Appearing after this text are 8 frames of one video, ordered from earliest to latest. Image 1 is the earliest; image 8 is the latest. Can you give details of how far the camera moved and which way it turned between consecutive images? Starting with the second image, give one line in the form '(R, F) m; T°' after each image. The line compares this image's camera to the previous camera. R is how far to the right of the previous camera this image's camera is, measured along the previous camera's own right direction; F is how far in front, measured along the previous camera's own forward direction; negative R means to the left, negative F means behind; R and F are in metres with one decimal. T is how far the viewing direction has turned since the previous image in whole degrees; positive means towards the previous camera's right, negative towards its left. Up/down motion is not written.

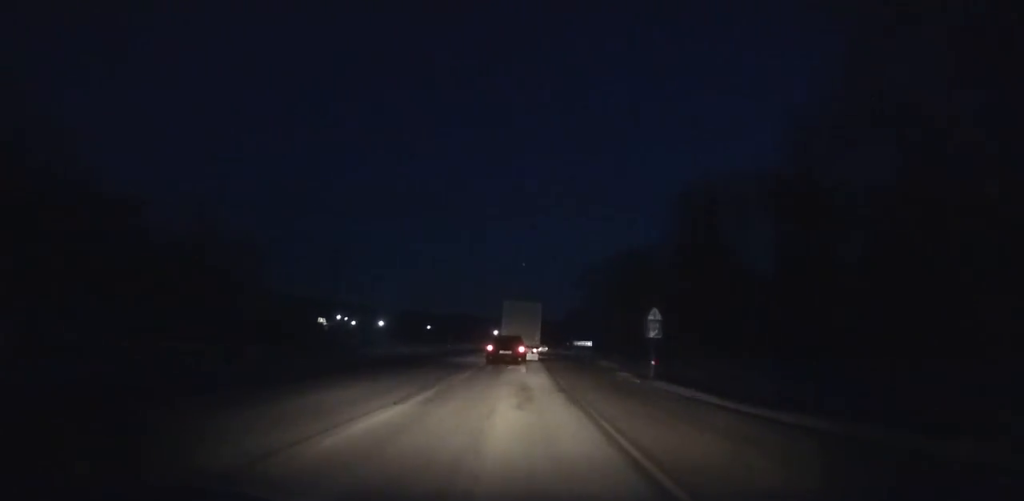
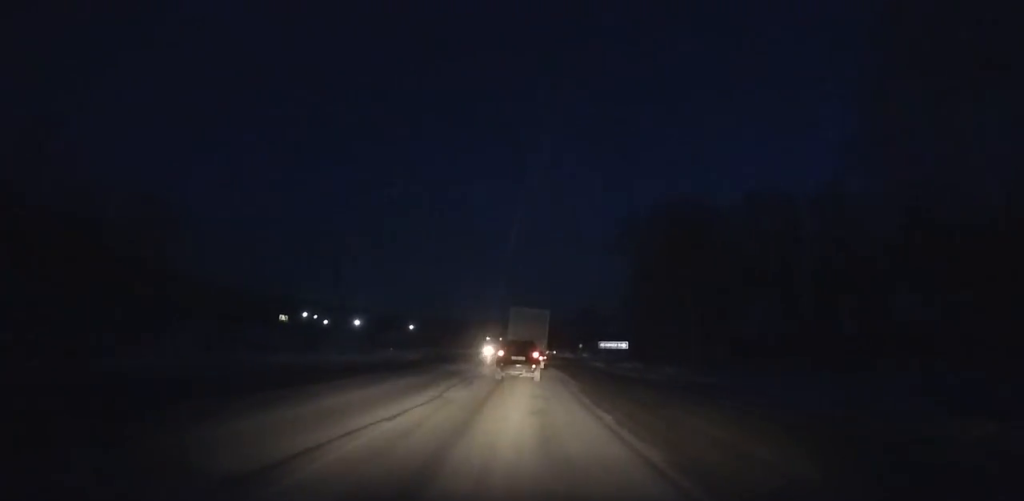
(+0.1, +42.1) m; 0°
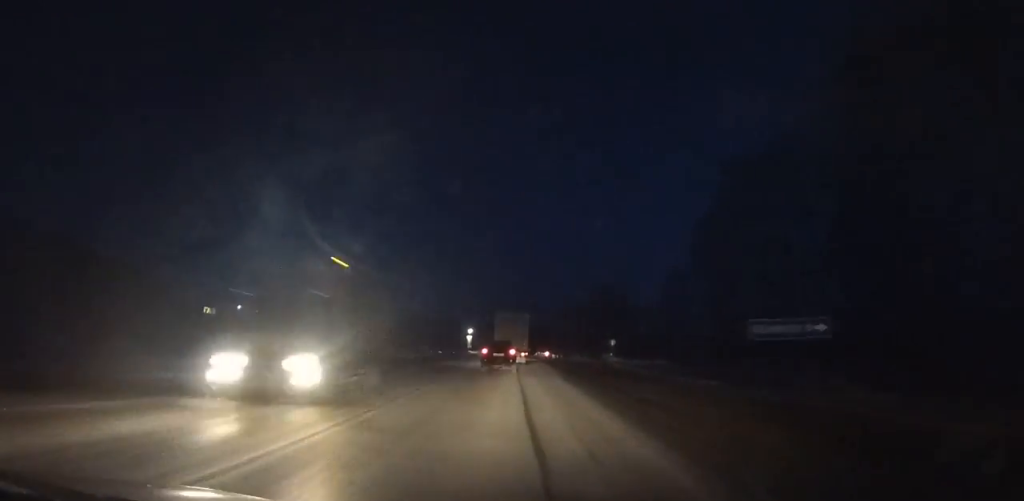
(+0.2, +56.8) m; 0°
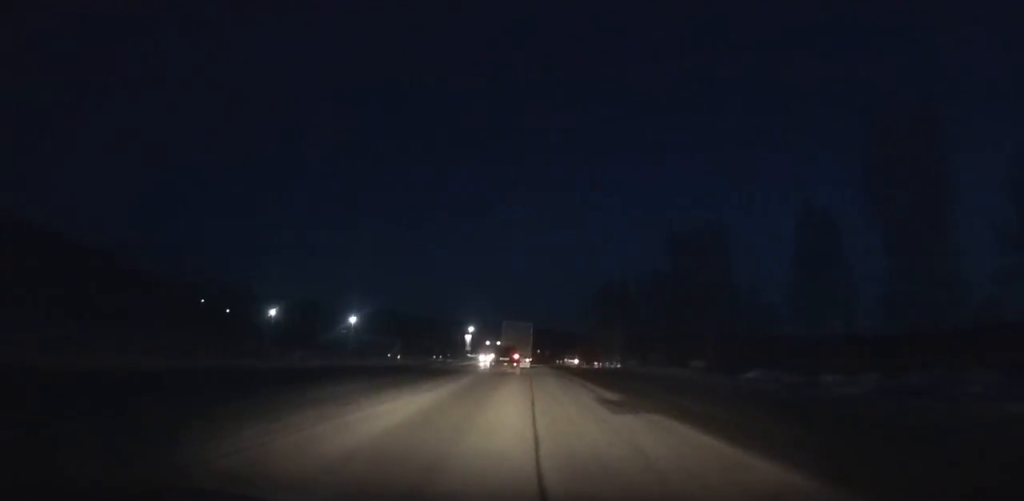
(-0.2, +47.9) m; 0°
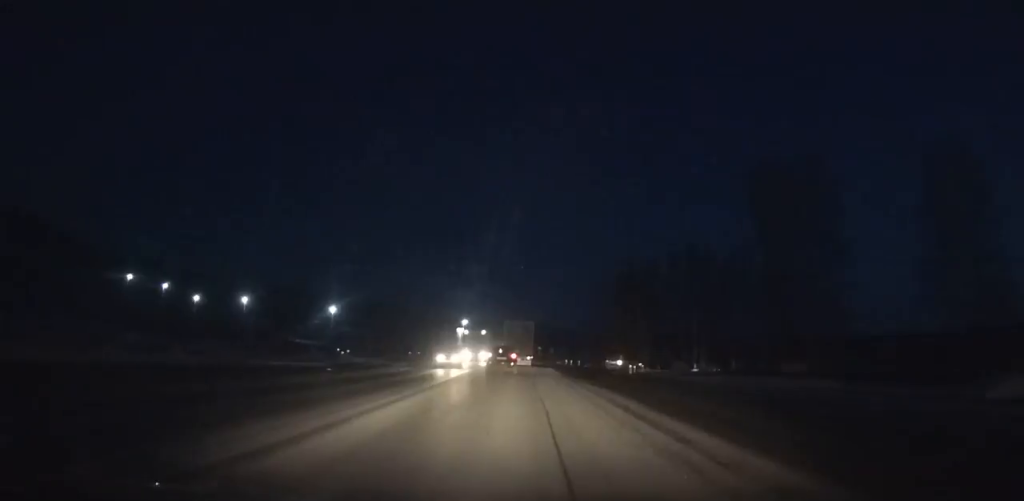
(0.0, +20.5) m; 0°
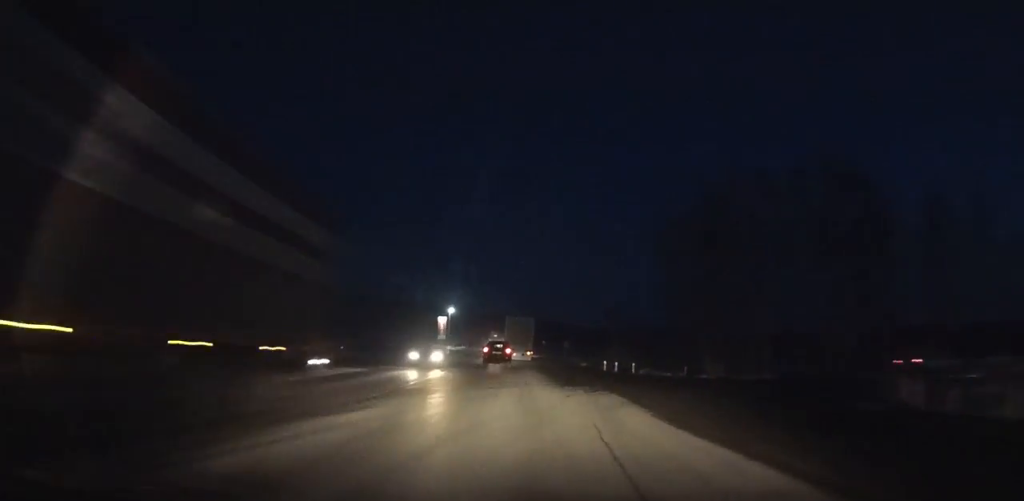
(-0.1, +33.2) m; 0°
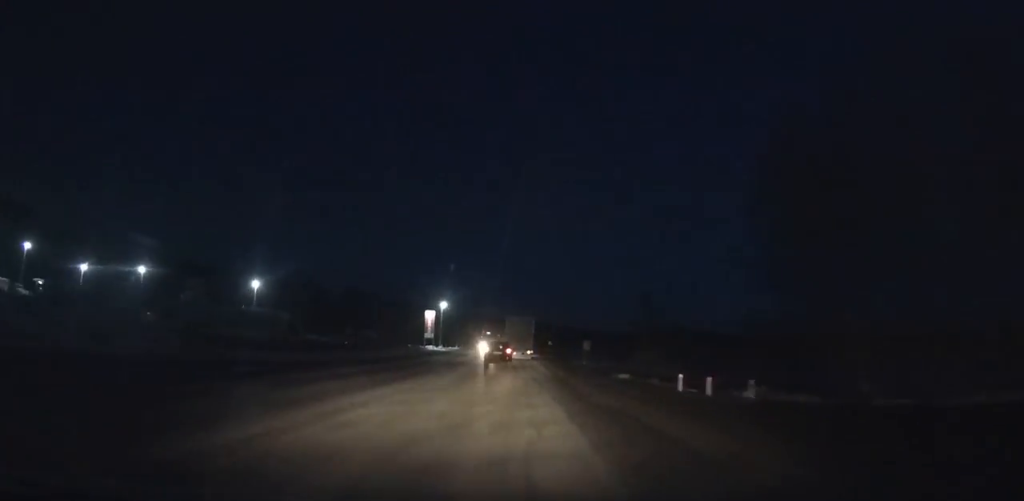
(0.0, +18.6) m; 0°
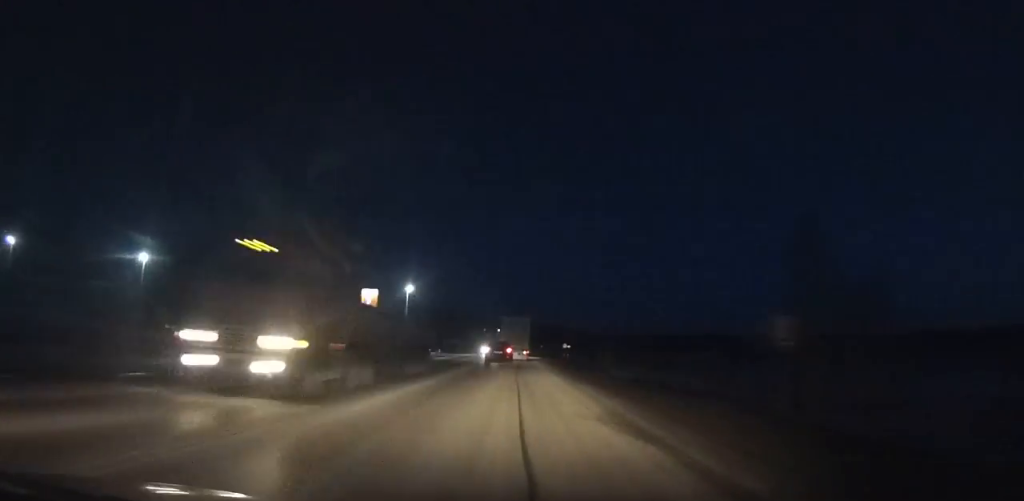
(-0.2, +38.5) m; 0°
